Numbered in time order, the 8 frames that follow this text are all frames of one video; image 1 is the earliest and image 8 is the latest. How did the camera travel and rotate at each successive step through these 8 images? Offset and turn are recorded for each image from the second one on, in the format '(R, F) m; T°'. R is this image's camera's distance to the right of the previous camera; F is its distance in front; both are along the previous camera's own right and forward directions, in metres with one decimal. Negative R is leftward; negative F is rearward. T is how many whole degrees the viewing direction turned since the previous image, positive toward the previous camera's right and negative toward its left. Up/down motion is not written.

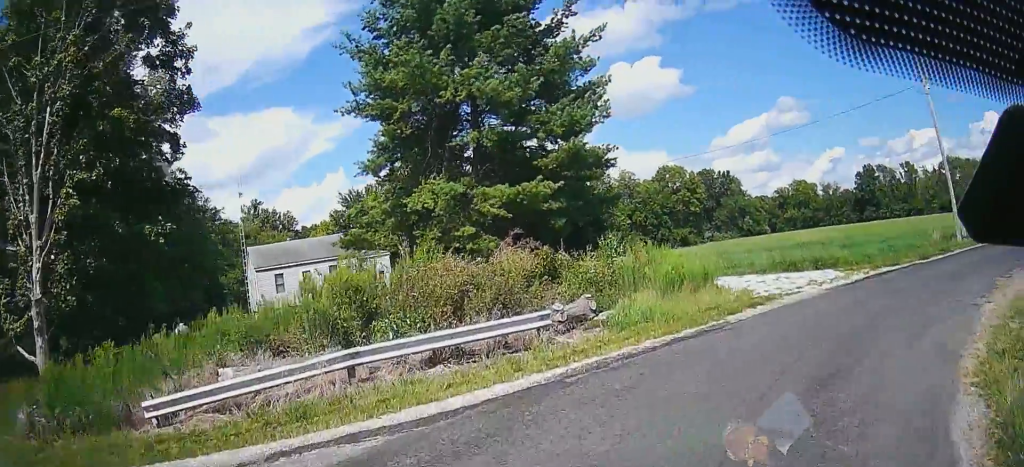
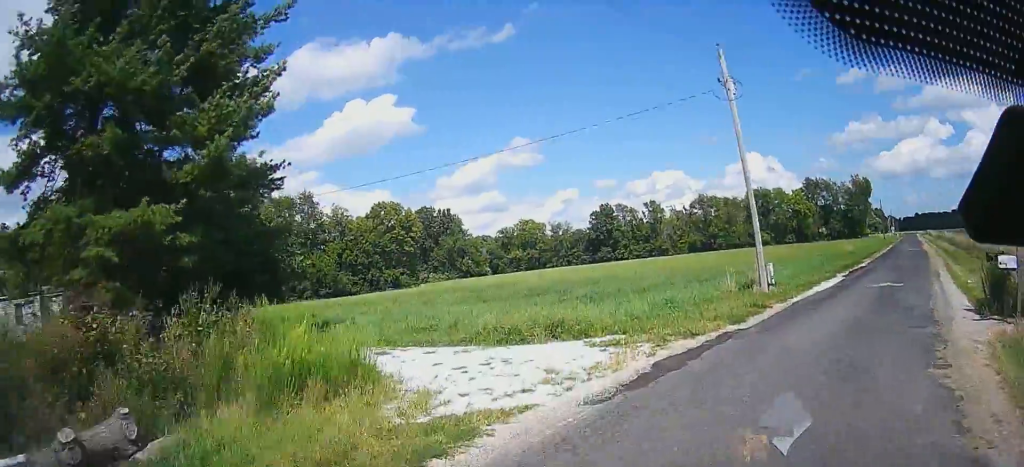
(+0.9, +7.7) m; +14°
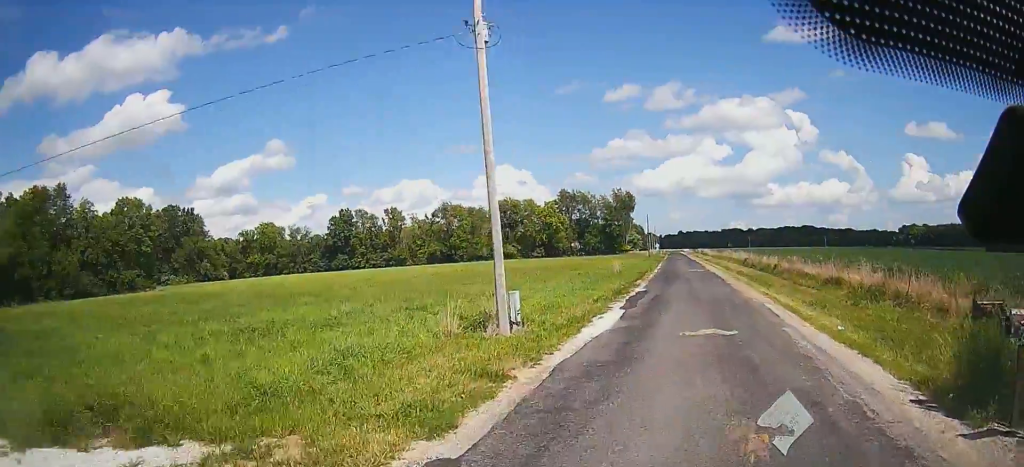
(+1.1, +6.7) m; +25°
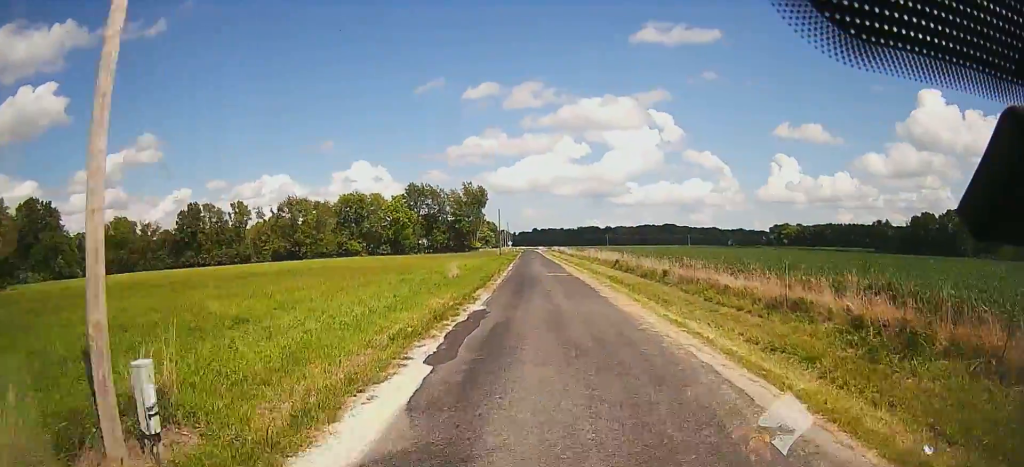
(+2.4, +8.9) m; +19°
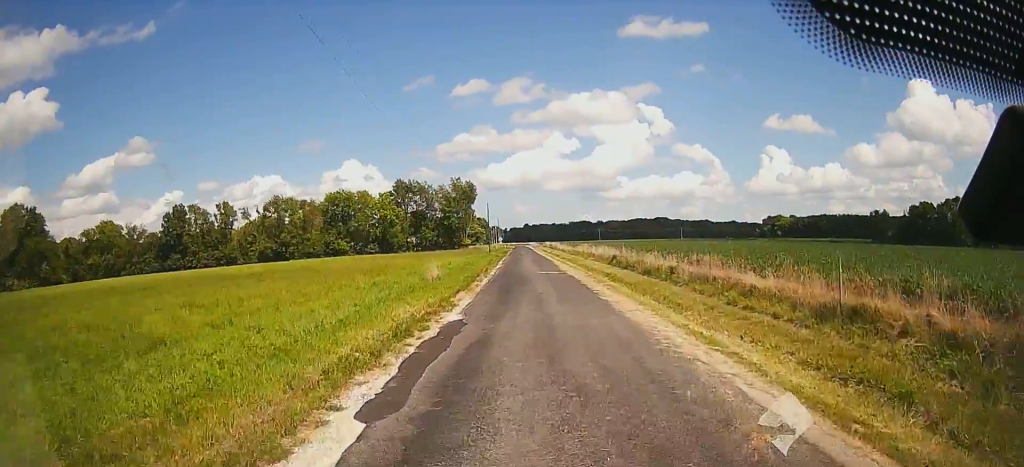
(+0.1, +3.5) m; +3°
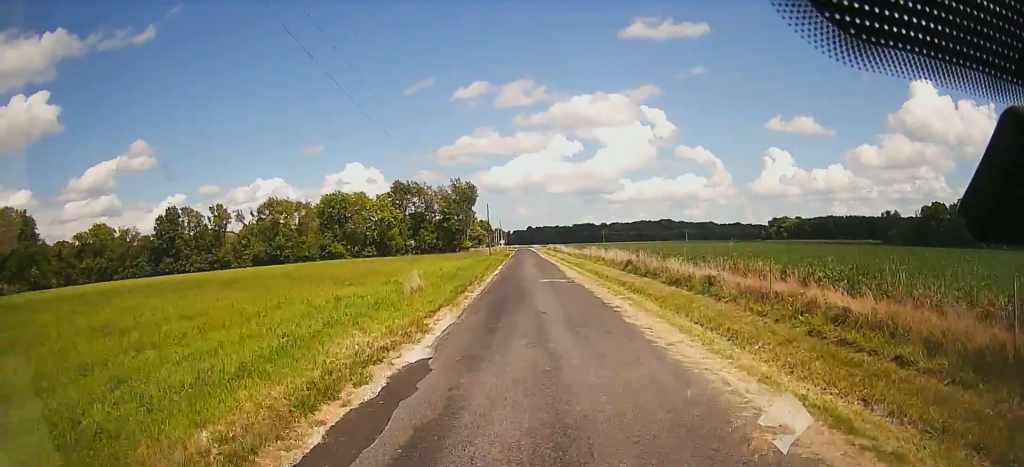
(+0.2, +5.5) m; +2°
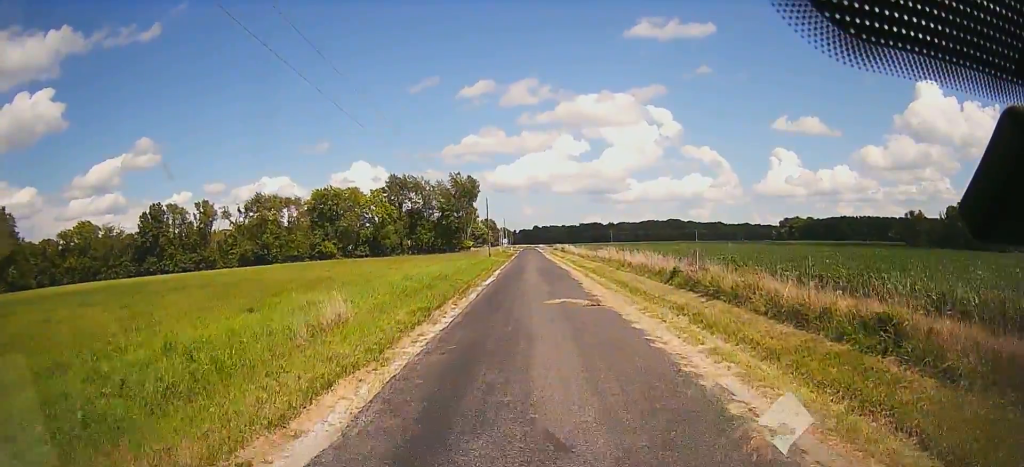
(+0.2, +11.1) m; +1°
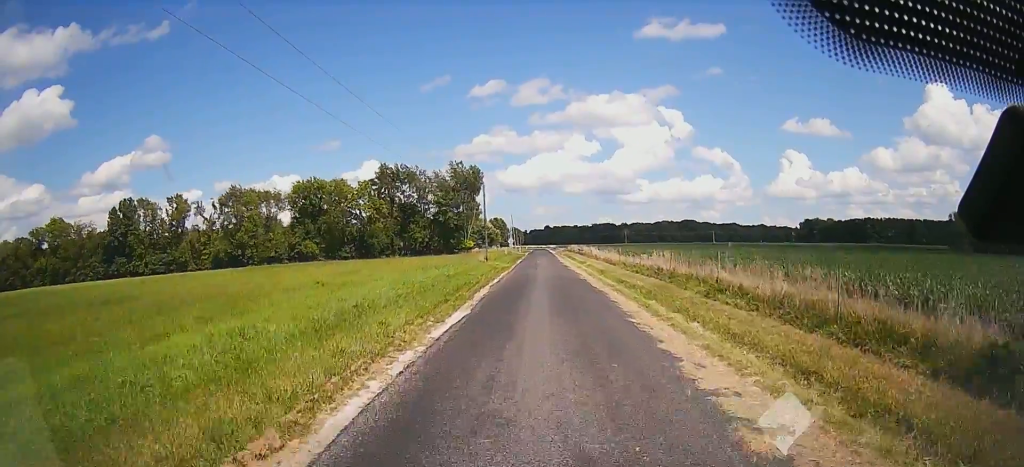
(0.0, +17.5) m; 0°
